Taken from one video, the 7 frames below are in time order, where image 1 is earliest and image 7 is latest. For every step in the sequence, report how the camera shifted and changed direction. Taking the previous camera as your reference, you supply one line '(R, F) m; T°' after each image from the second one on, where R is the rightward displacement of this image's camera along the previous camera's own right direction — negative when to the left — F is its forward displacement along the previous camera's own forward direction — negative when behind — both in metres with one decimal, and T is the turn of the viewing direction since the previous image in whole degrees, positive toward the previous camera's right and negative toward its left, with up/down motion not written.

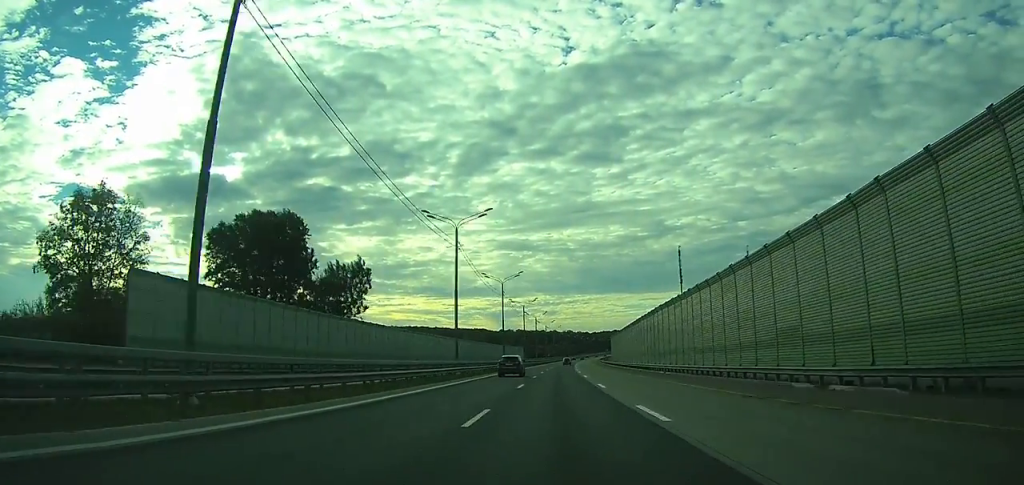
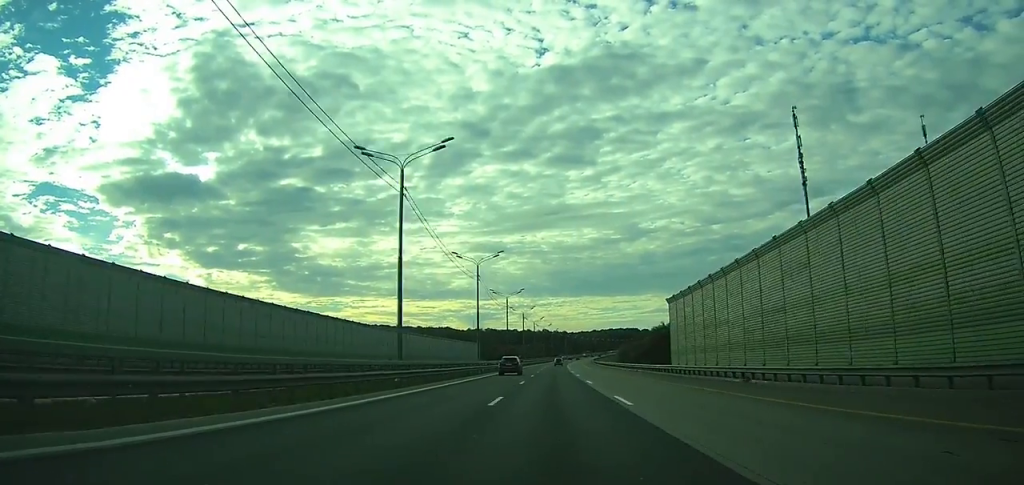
(+2.2, +91.2) m; +2°
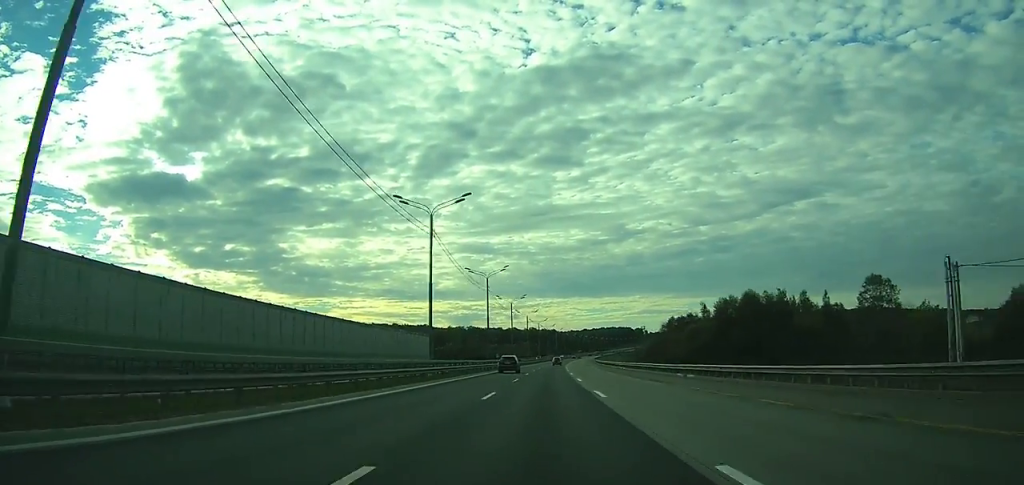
(+0.8, +63.0) m; +1°
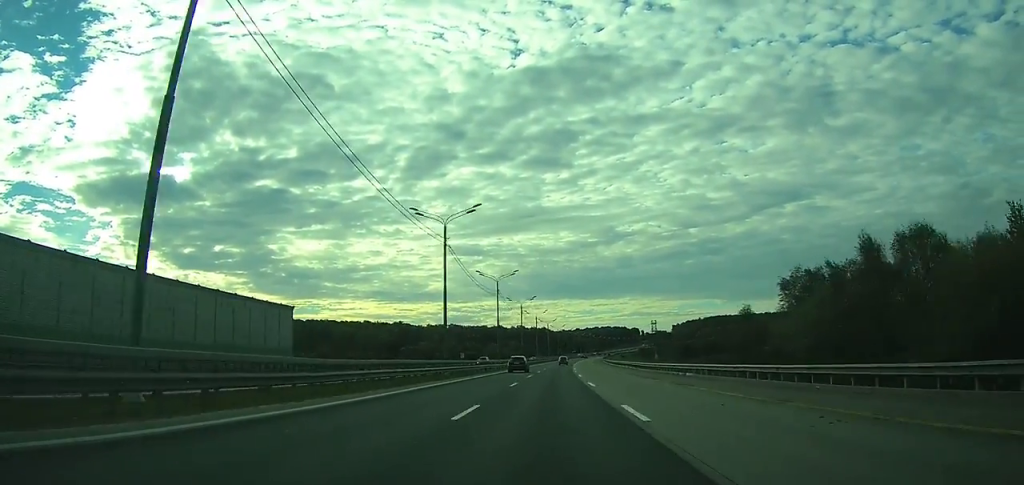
(+1.0, +74.1) m; +2°
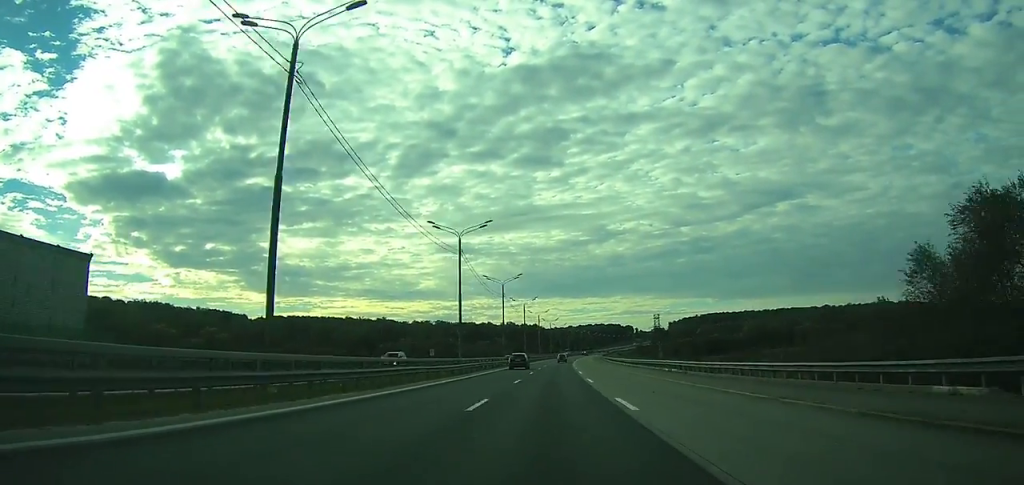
(+0.1, +31.4) m; +1°
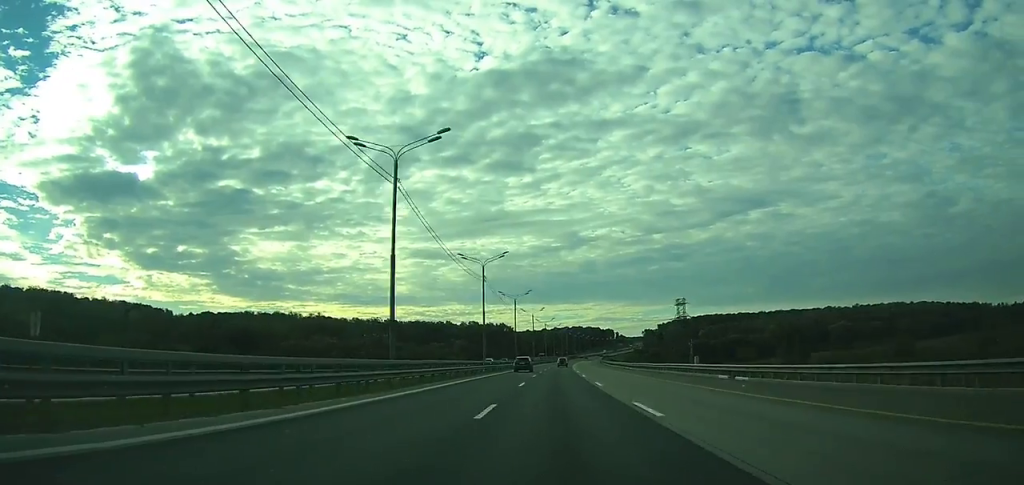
(+2.1, +95.8) m; +3°
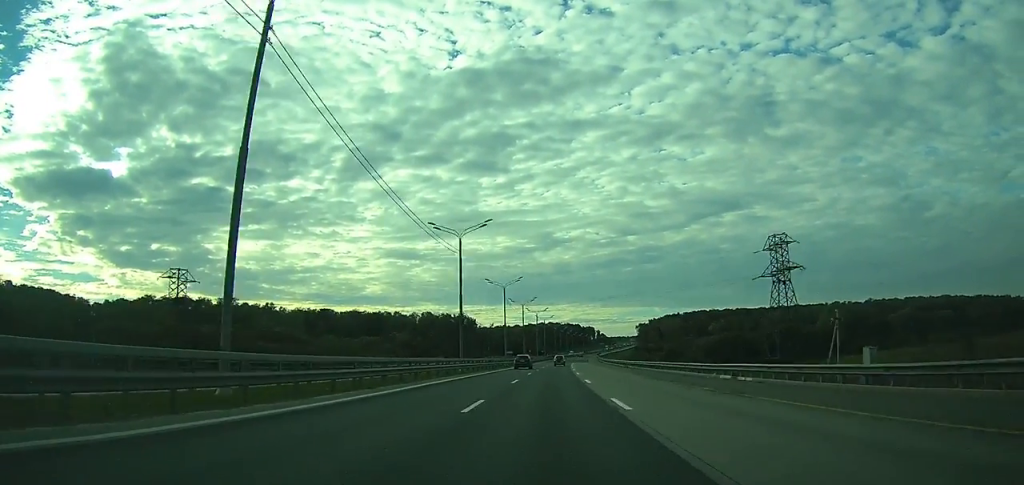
(+2.1, +91.0) m; +2°
